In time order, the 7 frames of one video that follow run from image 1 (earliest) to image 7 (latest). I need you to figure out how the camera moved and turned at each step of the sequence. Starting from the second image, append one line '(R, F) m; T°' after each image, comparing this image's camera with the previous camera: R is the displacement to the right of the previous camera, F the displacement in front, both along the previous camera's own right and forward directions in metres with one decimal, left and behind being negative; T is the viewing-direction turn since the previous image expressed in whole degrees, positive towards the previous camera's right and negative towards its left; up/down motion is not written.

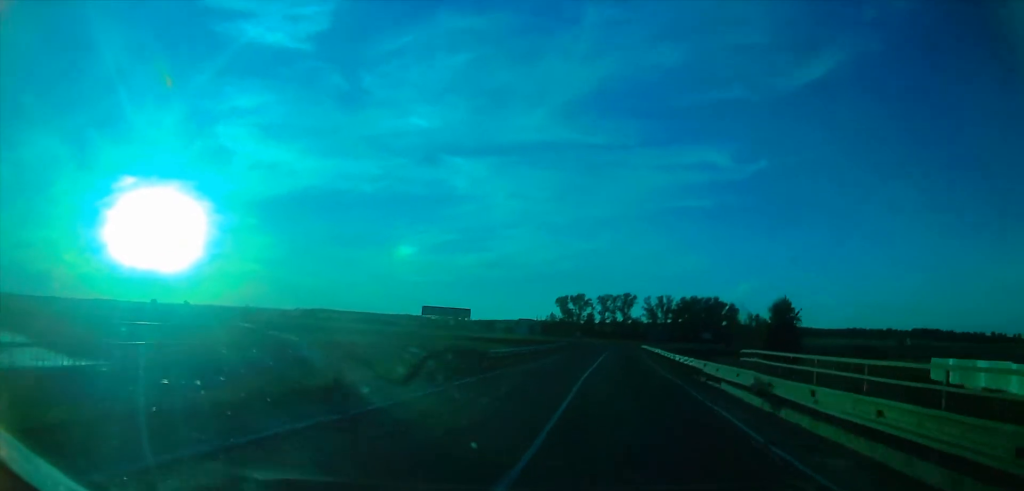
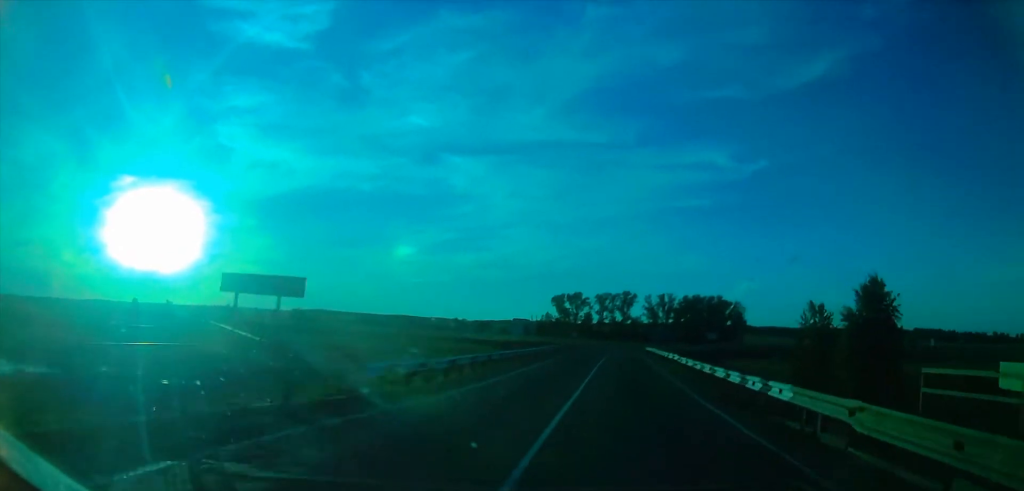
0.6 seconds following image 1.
(0.0, +13.5) m; 0°
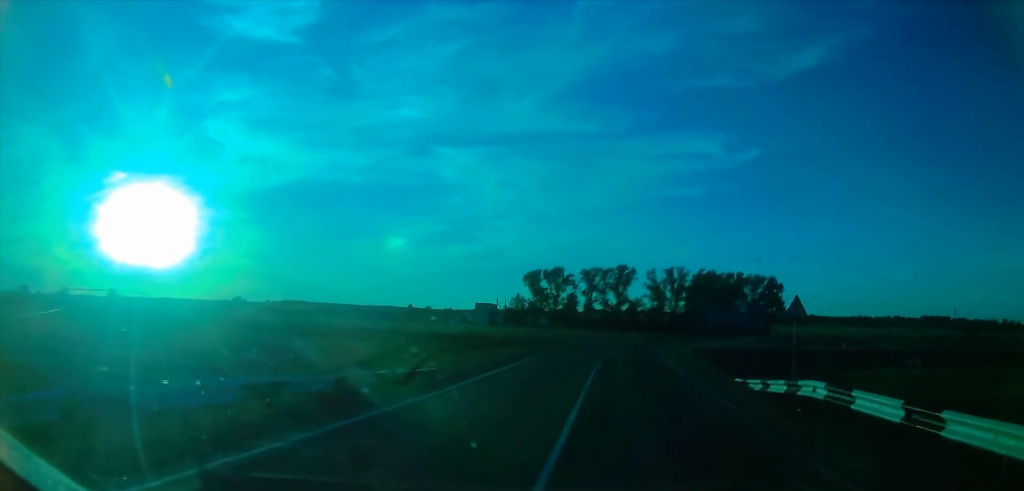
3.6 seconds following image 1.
(+0.1, +67.0) m; +1°
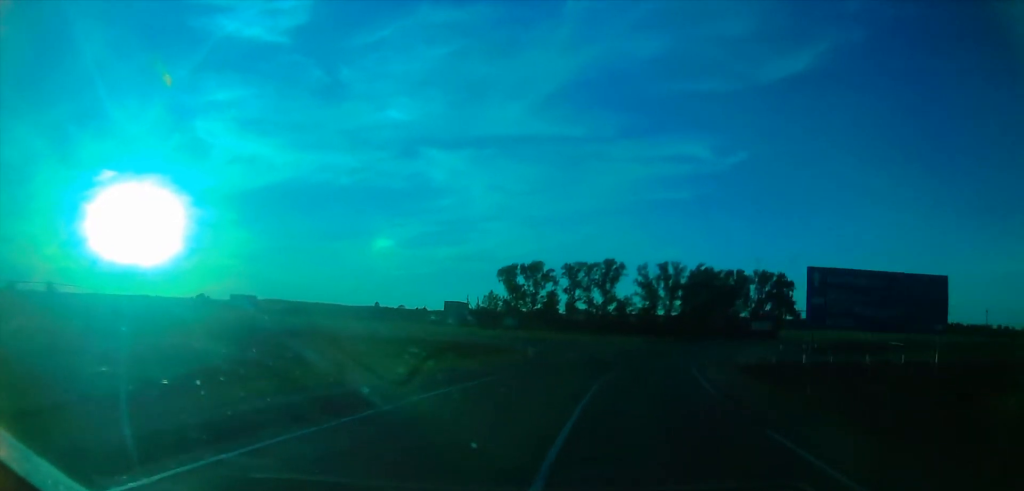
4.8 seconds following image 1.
(+0.2, +25.0) m; 0°
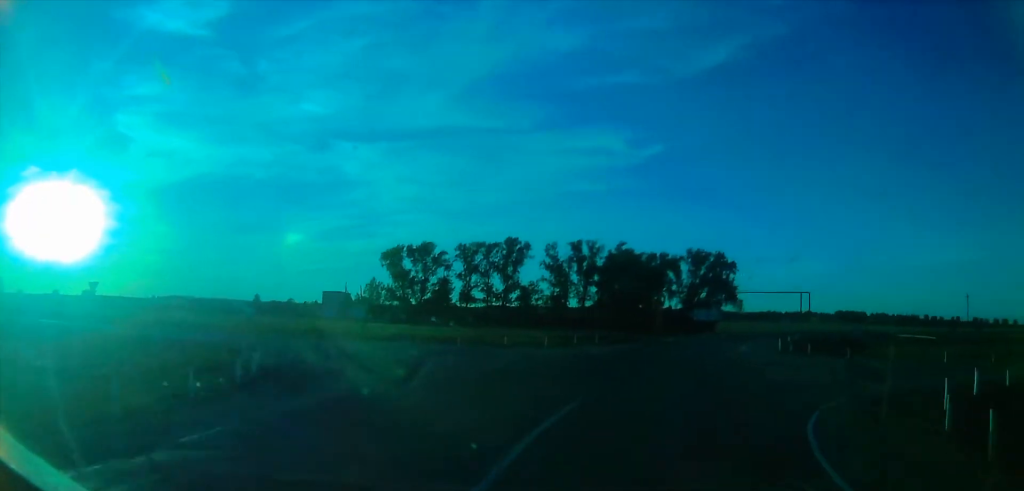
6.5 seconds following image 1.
(+0.3, +29.9) m; +6°
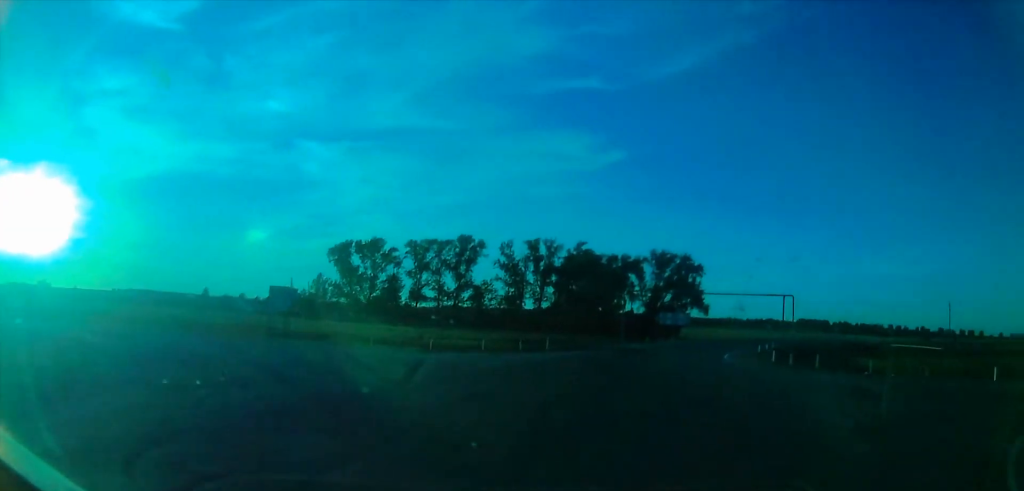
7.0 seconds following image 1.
(+0.6, +8.5) m; +4°
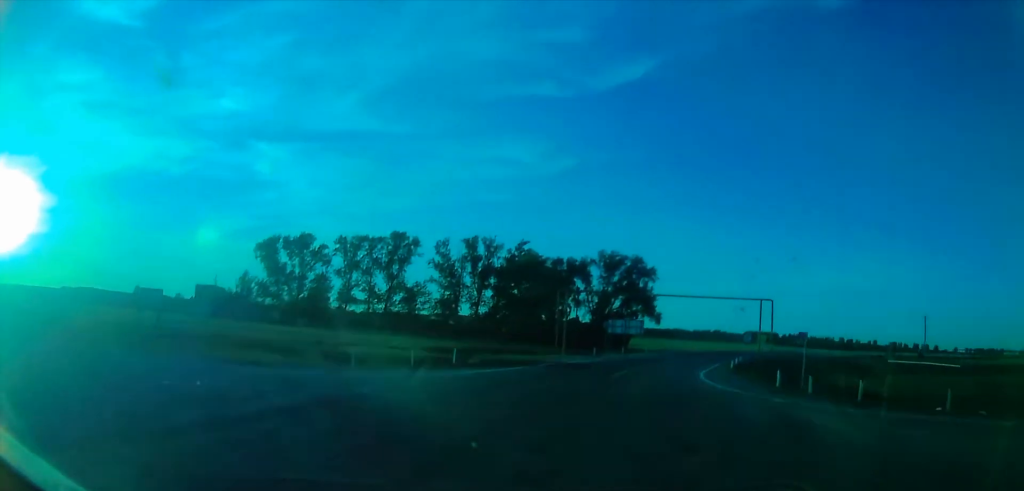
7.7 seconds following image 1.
(+0.5, +11.2) m; +5°
